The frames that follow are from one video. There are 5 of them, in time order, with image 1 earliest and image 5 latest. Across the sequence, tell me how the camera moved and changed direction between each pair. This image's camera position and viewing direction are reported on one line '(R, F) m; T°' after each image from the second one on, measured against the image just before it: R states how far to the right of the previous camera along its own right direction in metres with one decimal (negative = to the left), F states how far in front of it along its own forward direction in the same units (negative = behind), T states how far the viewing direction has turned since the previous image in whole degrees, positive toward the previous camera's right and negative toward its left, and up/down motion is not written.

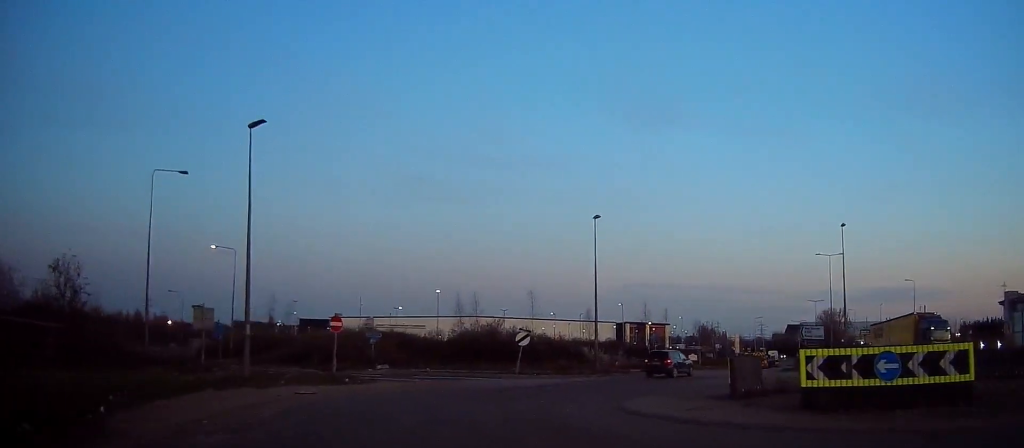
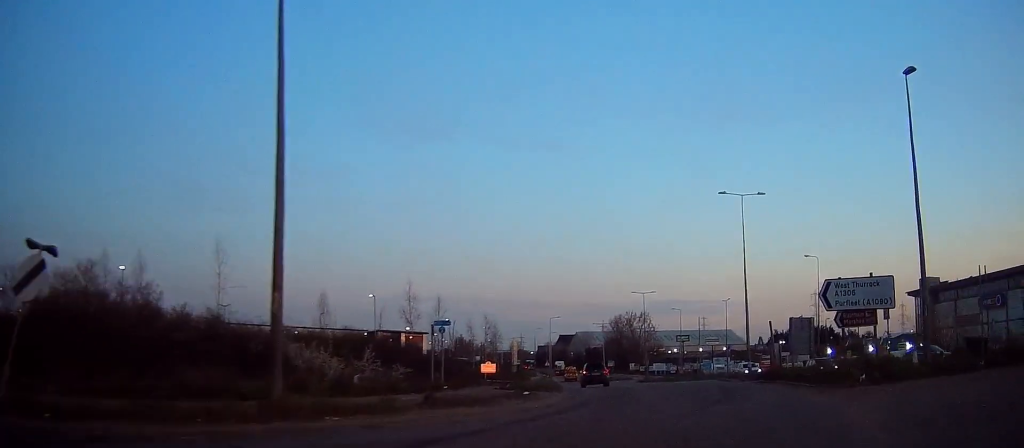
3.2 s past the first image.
(+3.9, +31.7) m; +21°
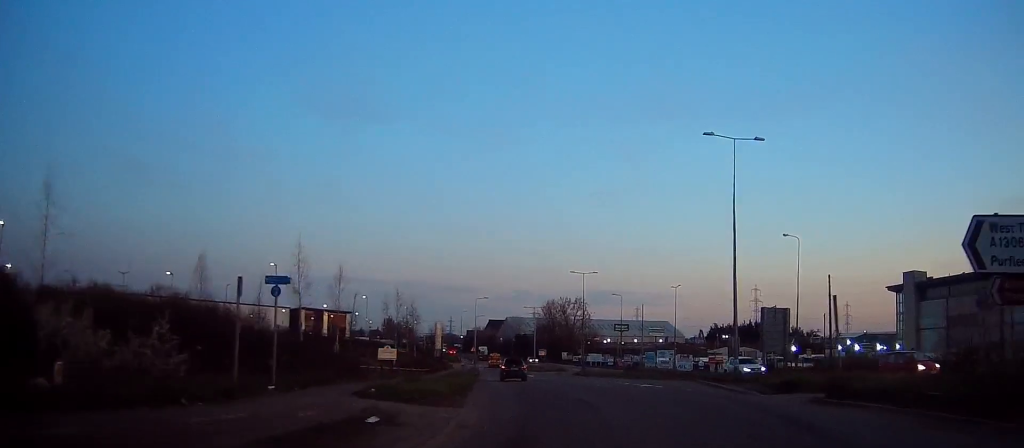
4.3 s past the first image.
(+0.7, +11.6) m; +4°
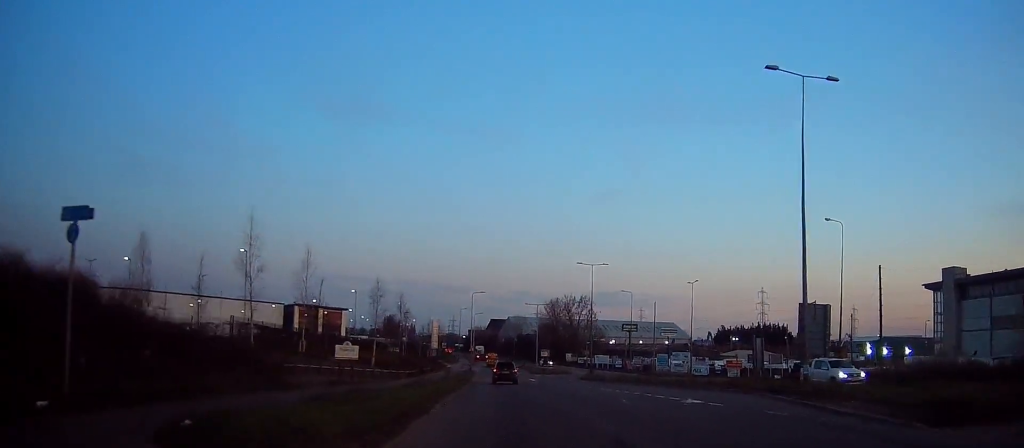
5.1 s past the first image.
(0.0, +8.8) m; 0°
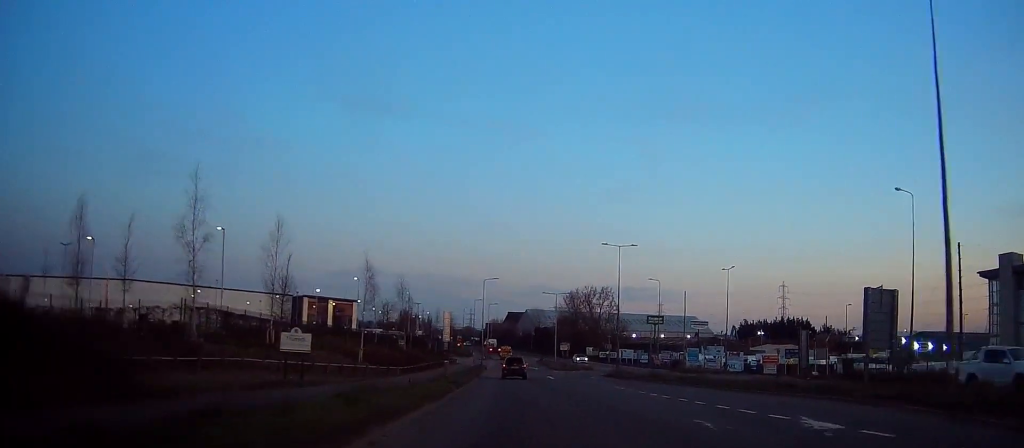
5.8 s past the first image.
(0.0, +8.7) m; -1°
